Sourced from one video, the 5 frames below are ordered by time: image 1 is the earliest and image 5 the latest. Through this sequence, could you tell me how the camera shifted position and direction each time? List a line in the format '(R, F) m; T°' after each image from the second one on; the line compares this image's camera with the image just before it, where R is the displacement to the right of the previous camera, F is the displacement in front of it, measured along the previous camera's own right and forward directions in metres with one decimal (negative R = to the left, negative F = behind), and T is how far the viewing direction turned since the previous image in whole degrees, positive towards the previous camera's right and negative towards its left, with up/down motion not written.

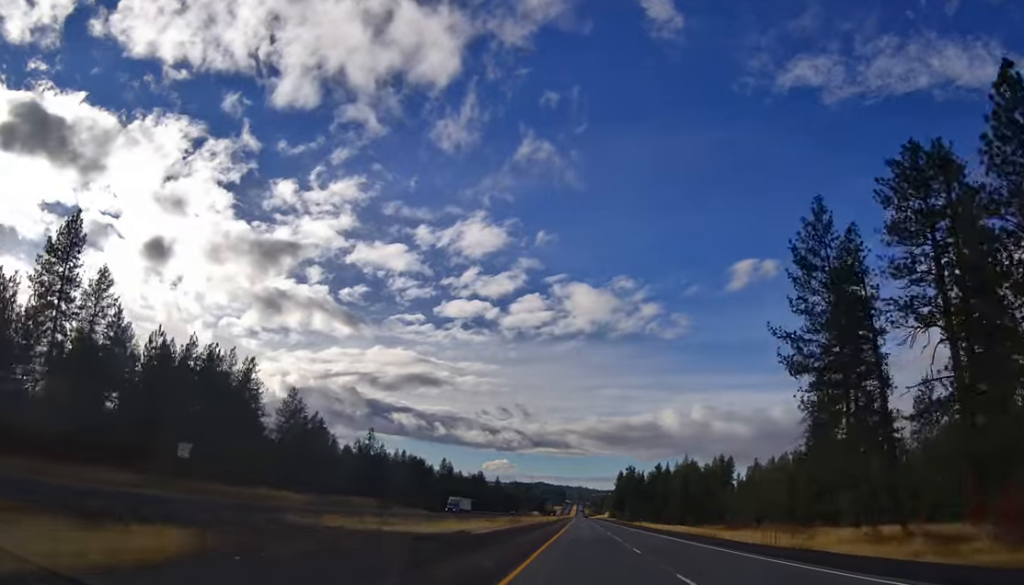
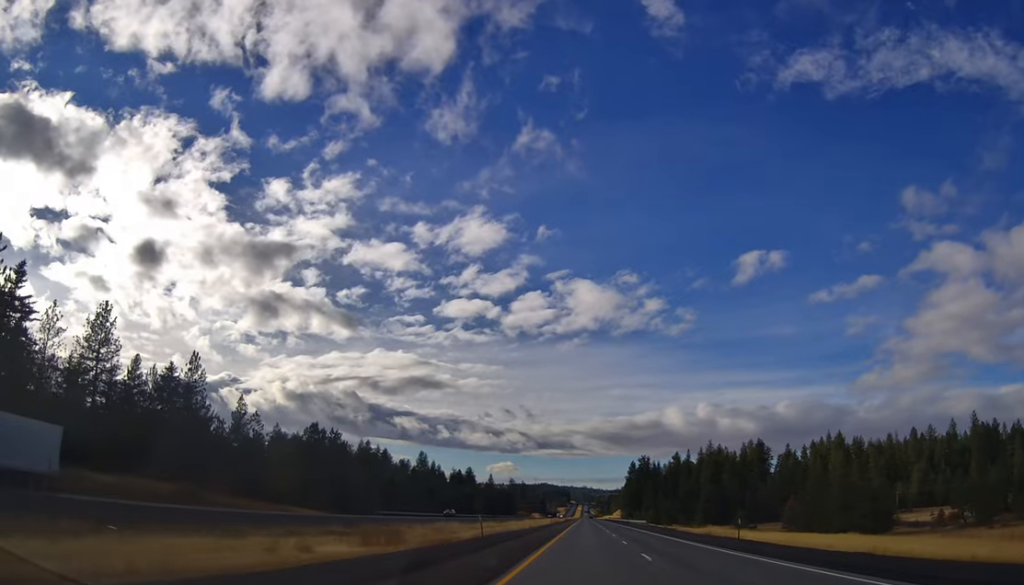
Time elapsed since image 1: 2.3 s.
(+0.3, +77.1) m; 0°
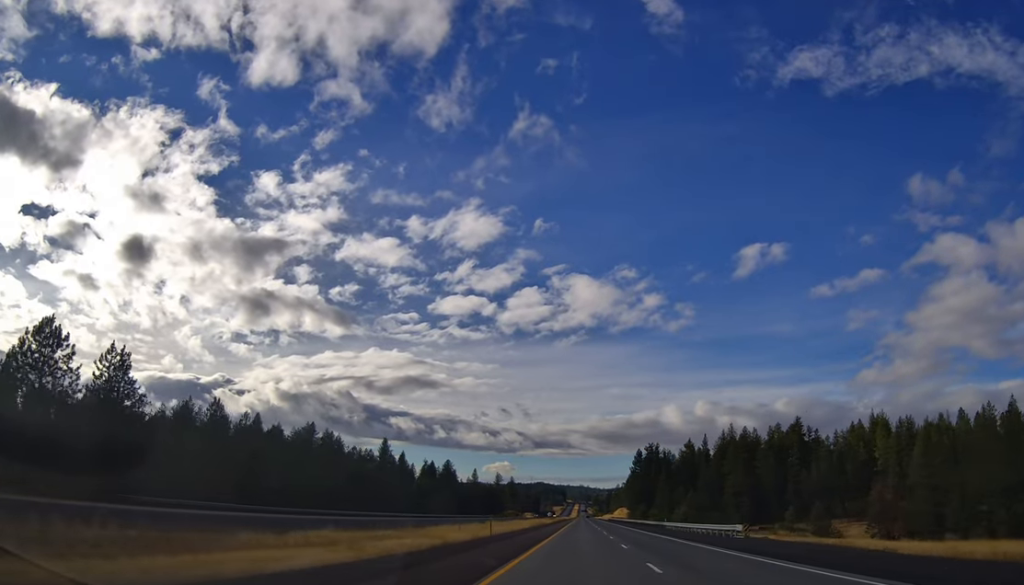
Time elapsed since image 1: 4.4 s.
(-1.3, +67.4) m; 0°
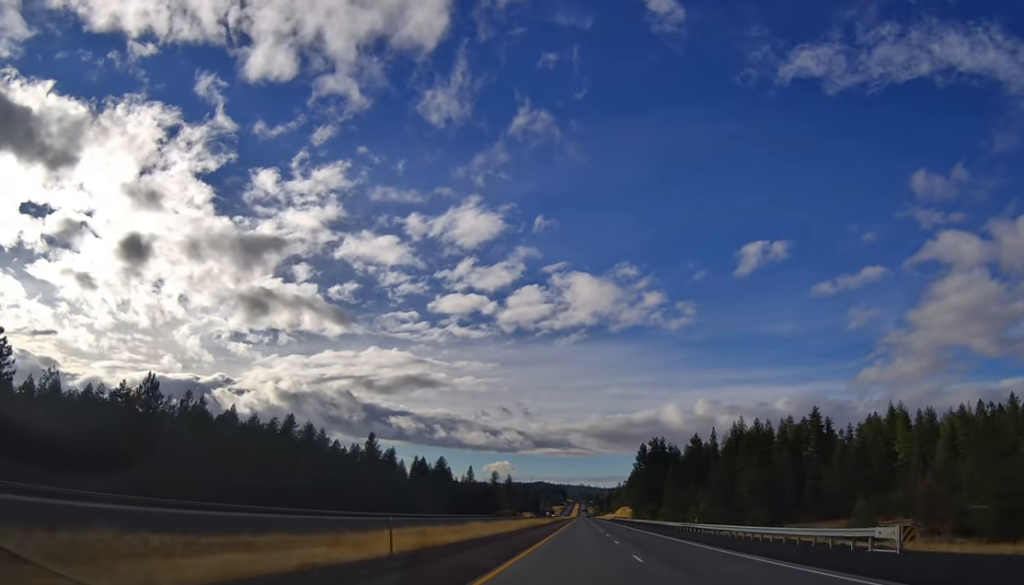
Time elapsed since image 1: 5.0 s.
(+0.1, +21.0) m; 0°
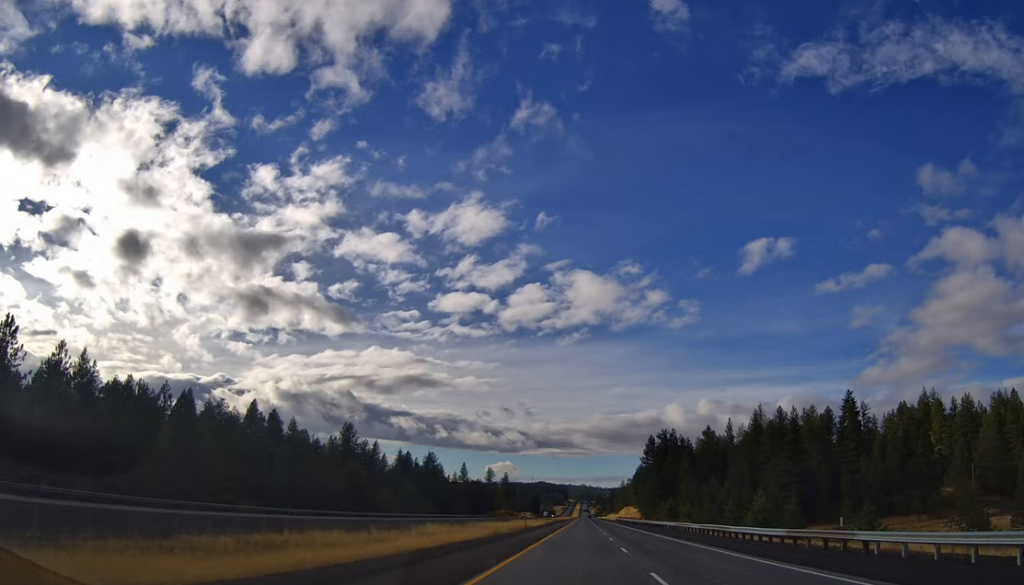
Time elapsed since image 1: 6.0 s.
(-0.1, +32.1) m; -1°
